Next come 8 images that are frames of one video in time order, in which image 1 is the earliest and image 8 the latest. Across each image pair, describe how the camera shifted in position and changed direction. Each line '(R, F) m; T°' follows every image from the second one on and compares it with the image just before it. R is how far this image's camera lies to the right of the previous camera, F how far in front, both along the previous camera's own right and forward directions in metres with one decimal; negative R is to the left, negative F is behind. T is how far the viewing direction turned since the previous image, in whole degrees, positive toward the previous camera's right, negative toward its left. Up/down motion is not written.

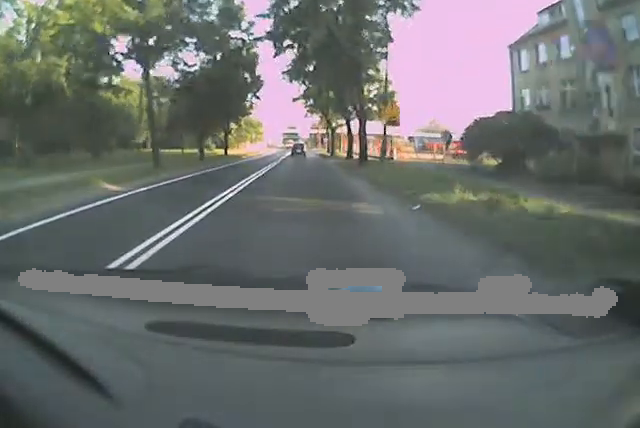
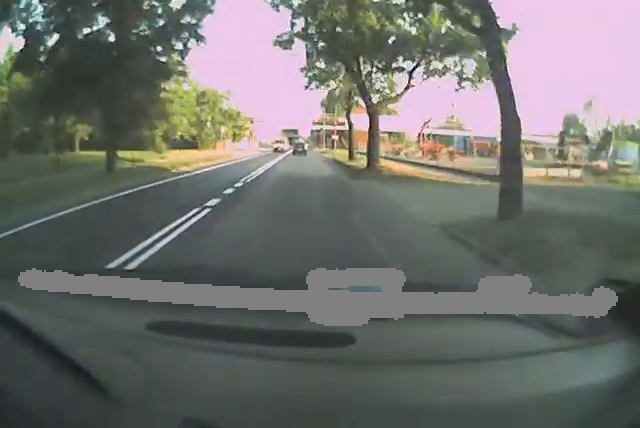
(+0.3, +26.2) m; +1°
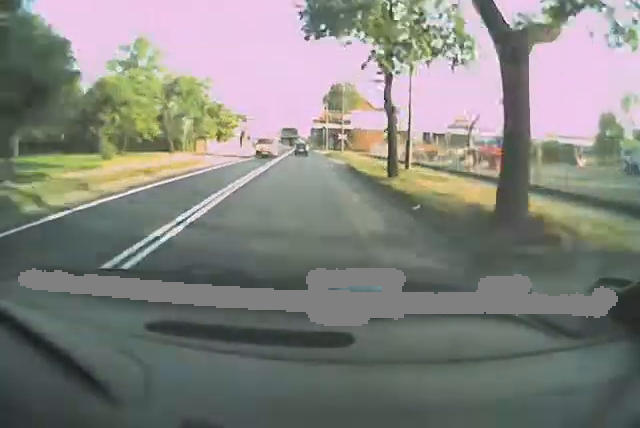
(+0.1, +9.4) m; 0°
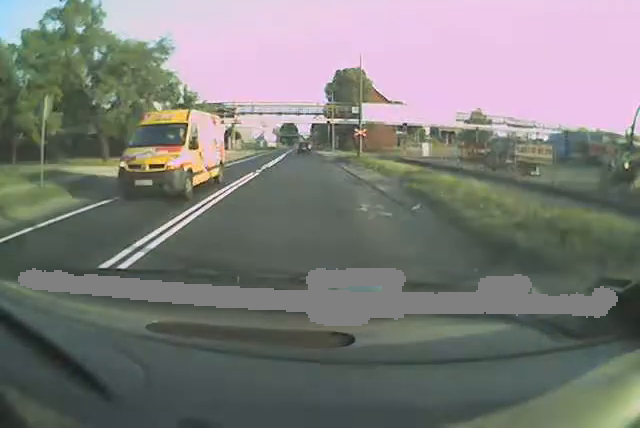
(-0.2, +14.9) m; -1°
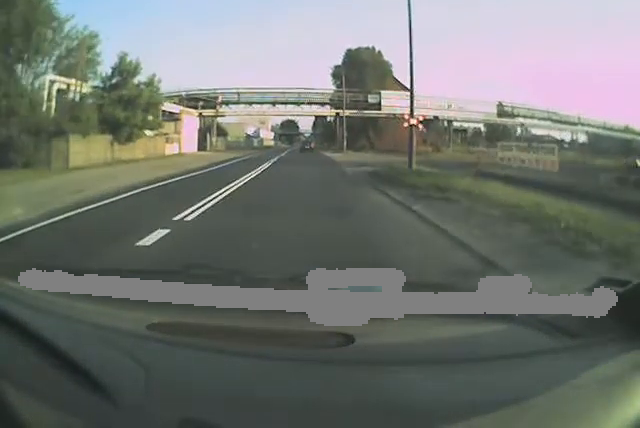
(0.0, +21.1) m; 0°
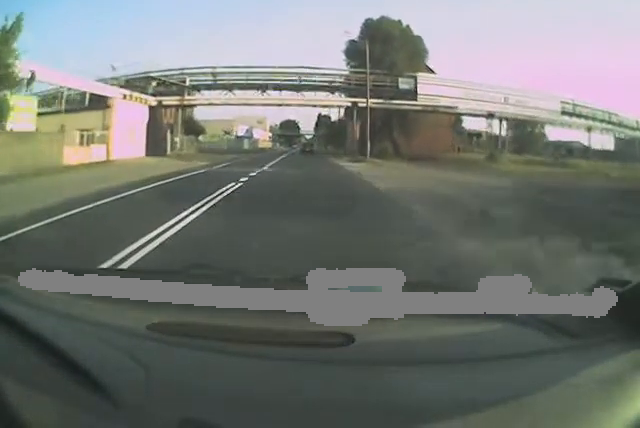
(0.0, +13.6) m; 0°
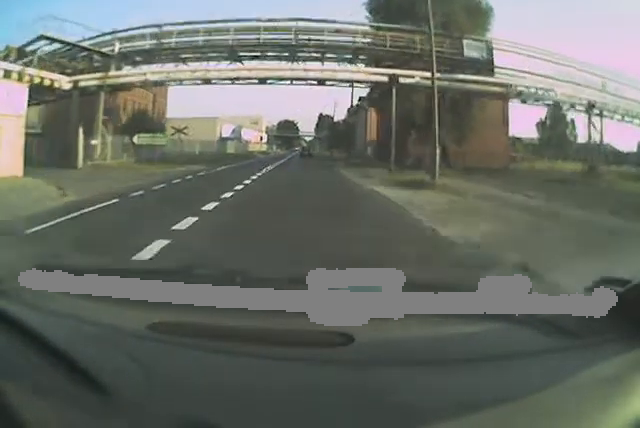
(0.0, +16.3) m; +1°
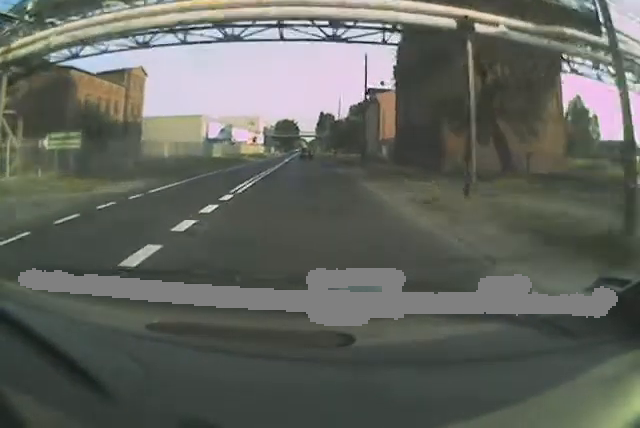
(+0.2, +11.0) m; 0°
